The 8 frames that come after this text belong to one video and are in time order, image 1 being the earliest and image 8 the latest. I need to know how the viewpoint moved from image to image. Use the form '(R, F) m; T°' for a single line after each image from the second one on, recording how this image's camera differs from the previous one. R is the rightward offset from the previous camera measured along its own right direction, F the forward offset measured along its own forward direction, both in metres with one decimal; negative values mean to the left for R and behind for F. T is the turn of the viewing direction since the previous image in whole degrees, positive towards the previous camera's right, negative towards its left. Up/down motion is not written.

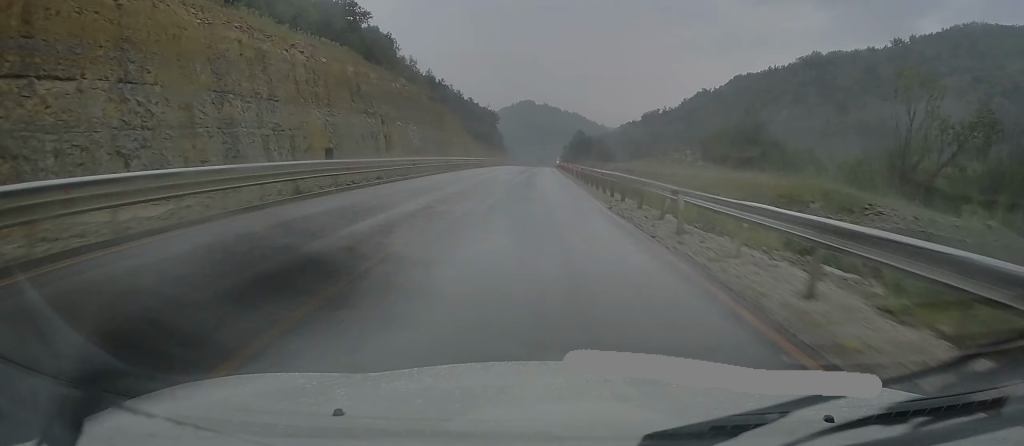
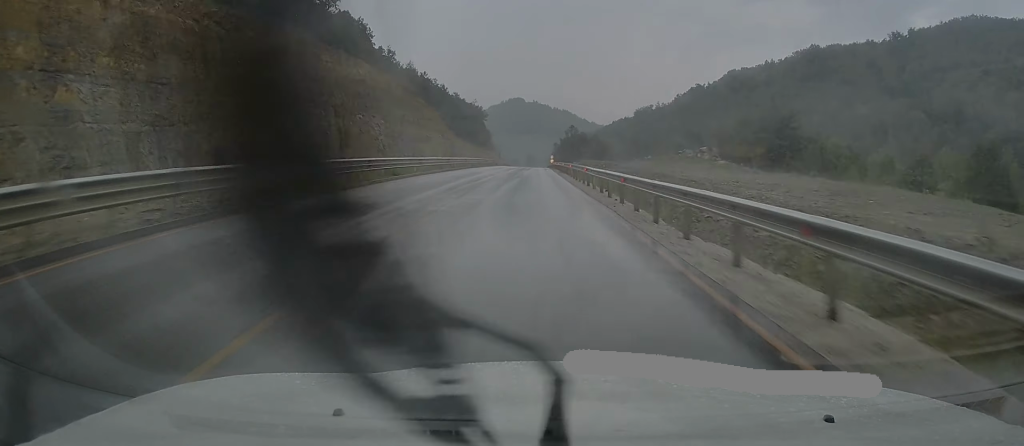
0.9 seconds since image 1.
(+0.1, +19.9) m; +1°
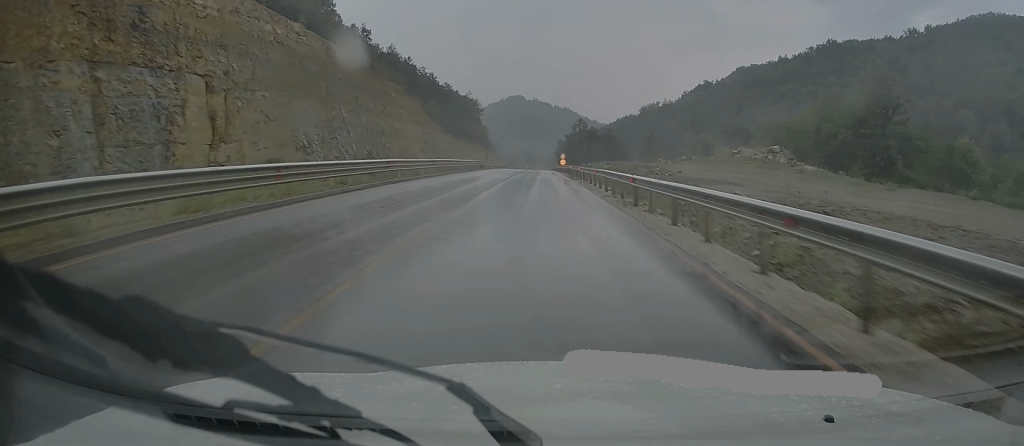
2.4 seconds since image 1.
(+0.1, +34.9) m; 0°
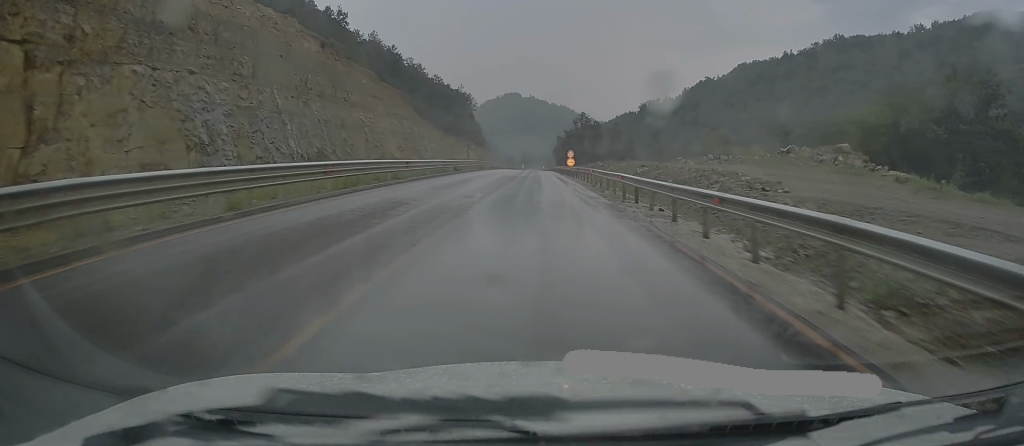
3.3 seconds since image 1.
(0.0, +20.4) m; 0°
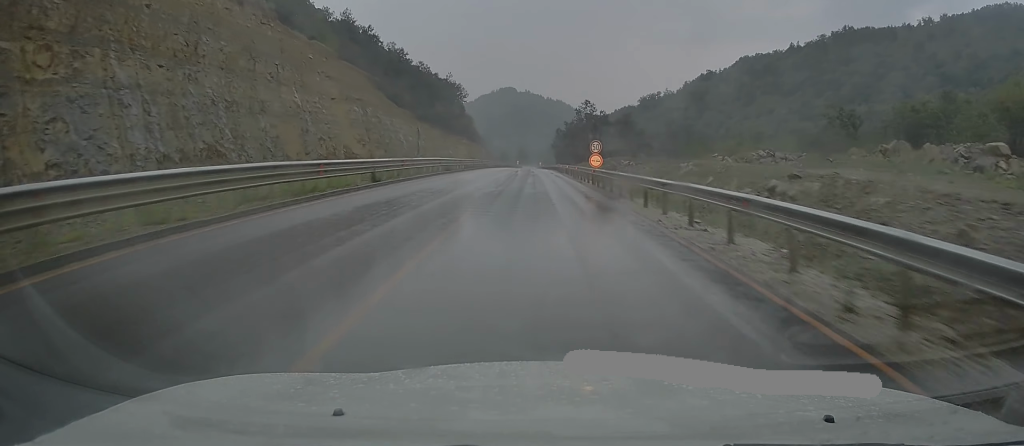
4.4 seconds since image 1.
(+0.1, +25.0) m; 0°
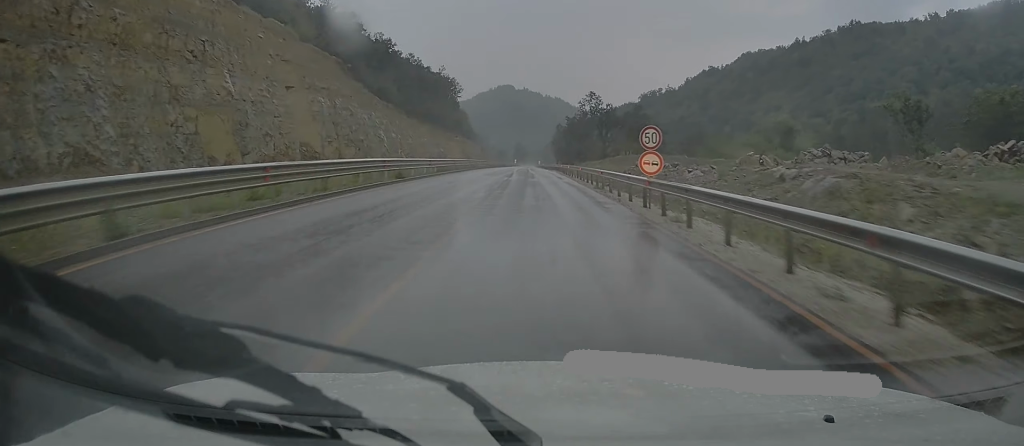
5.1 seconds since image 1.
(0.0, +15.9) m; 0°
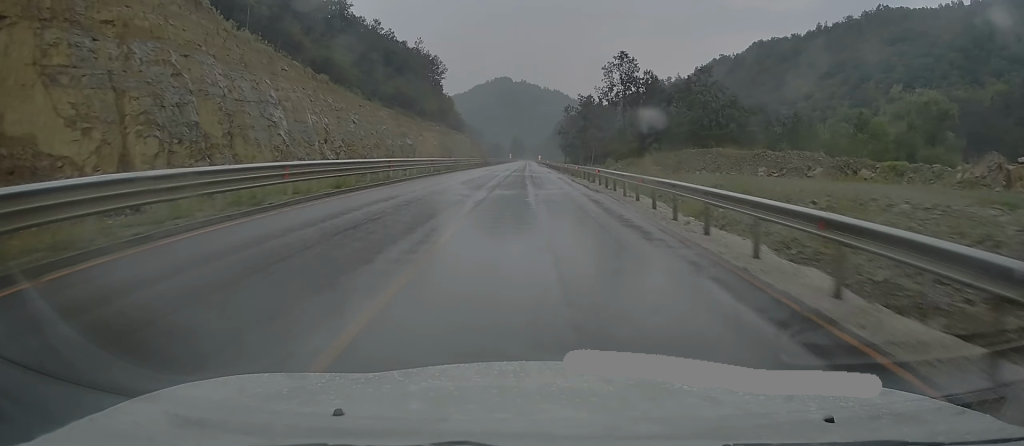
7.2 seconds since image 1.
(0.0, +46.6) m; 0°
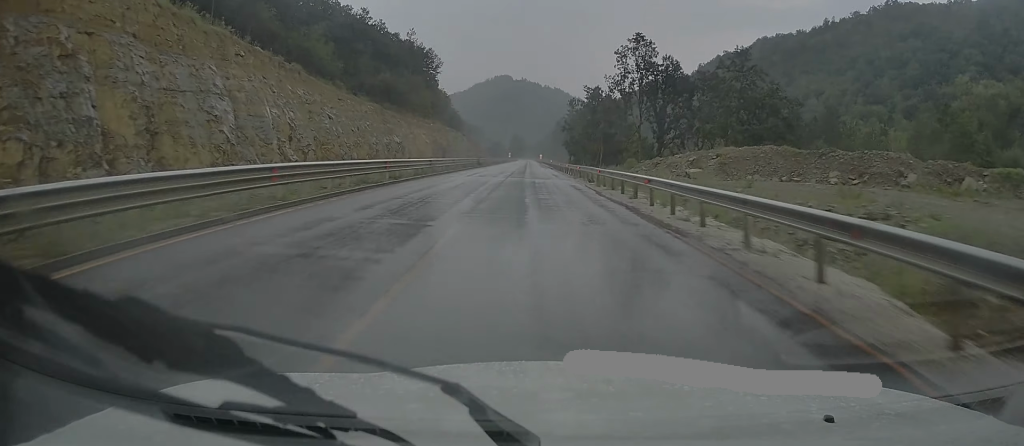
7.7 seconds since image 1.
(0.0, +12.7) m; 0°
